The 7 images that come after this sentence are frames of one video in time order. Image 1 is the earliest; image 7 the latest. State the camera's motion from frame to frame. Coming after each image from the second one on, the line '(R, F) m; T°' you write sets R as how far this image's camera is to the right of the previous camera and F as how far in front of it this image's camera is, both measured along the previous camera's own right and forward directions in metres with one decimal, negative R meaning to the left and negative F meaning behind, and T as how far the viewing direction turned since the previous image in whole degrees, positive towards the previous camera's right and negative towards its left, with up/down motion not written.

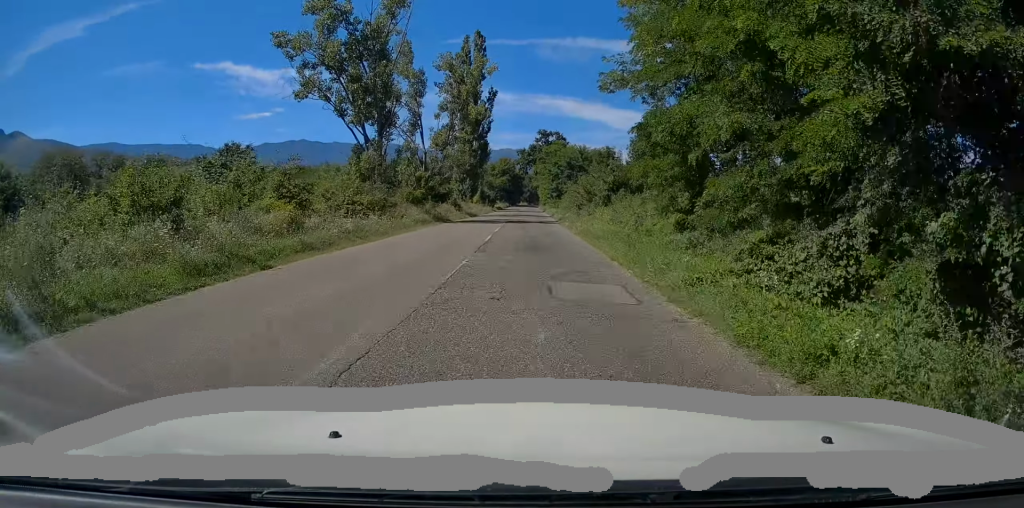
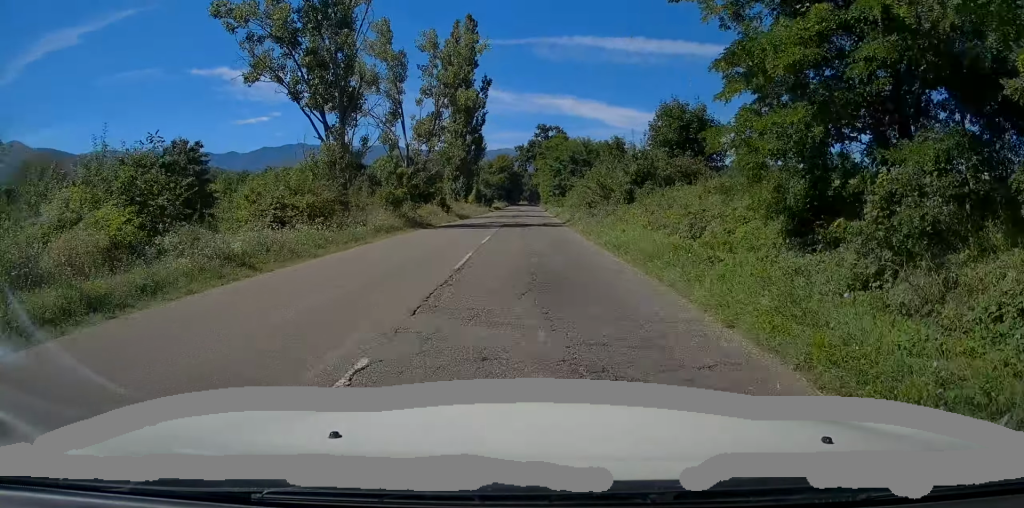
(-0.2, +7.8) m; 0°
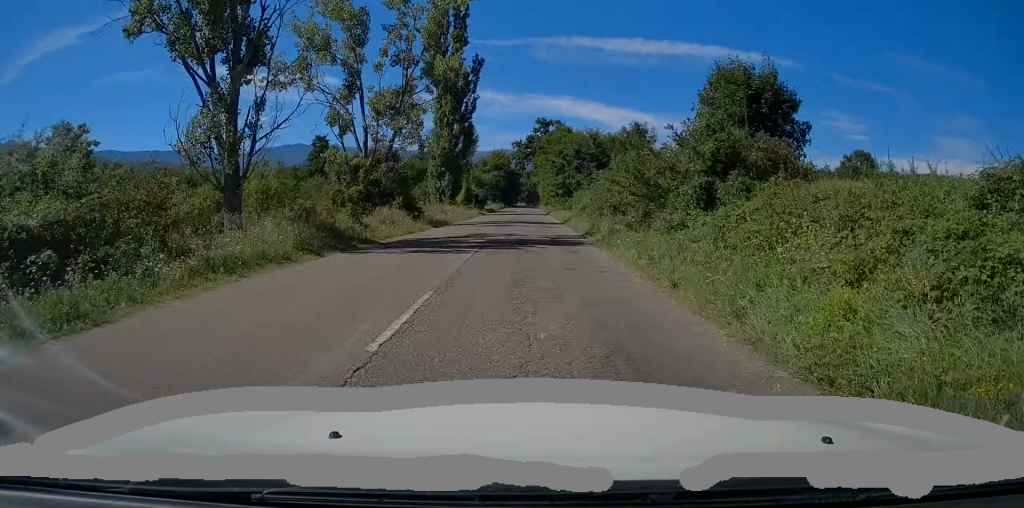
(-0.2, +12.0) m; 0°
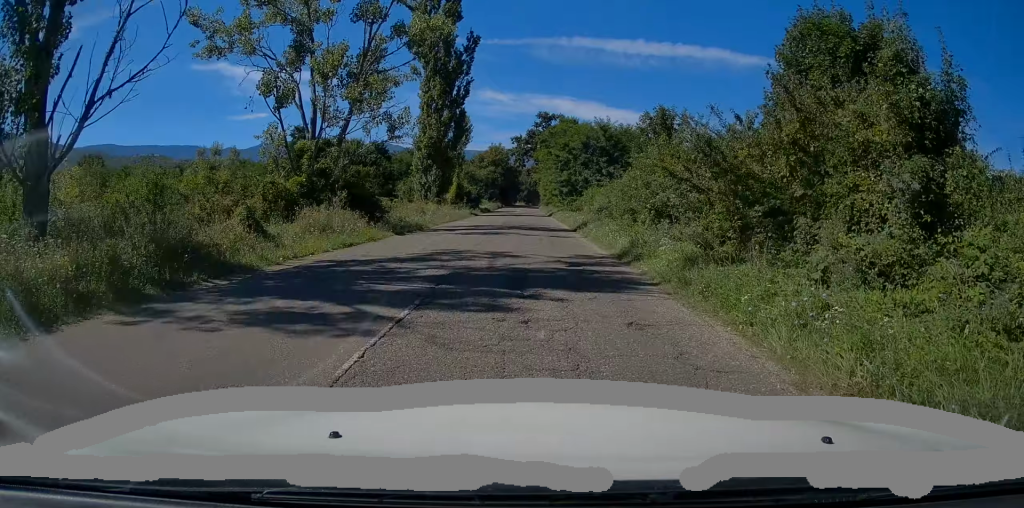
(+0.2, +9.0) m; 0°
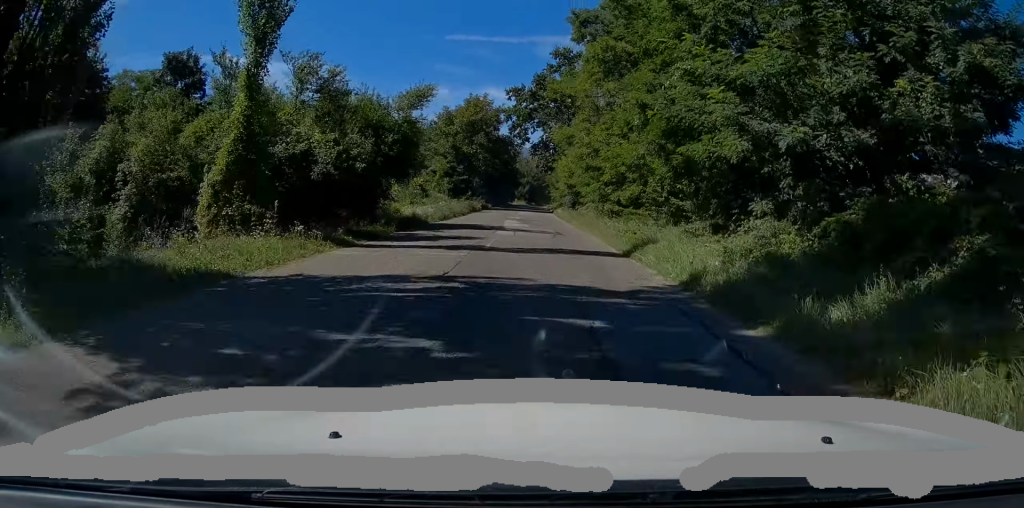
(+0.1, +49.6) m; +1°
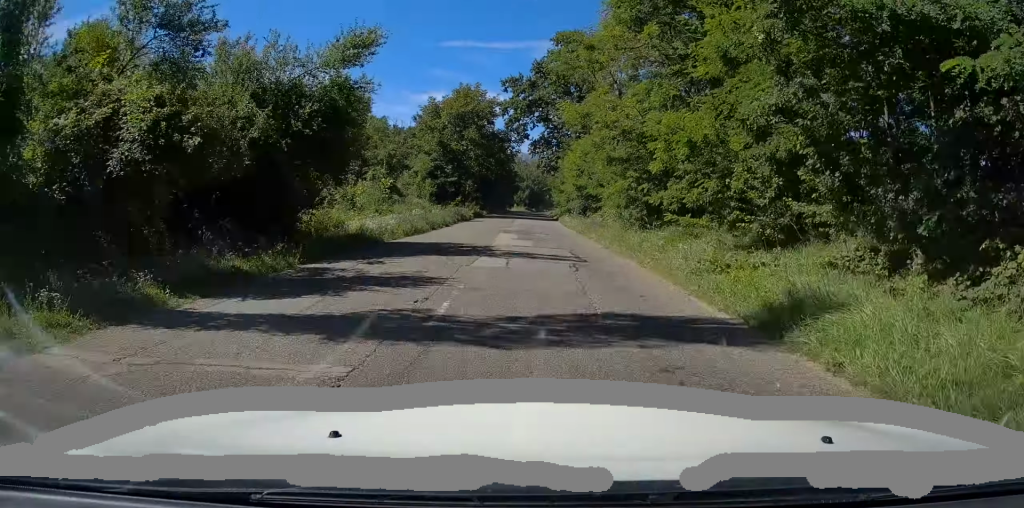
(0.0, +8.4) m; 0°
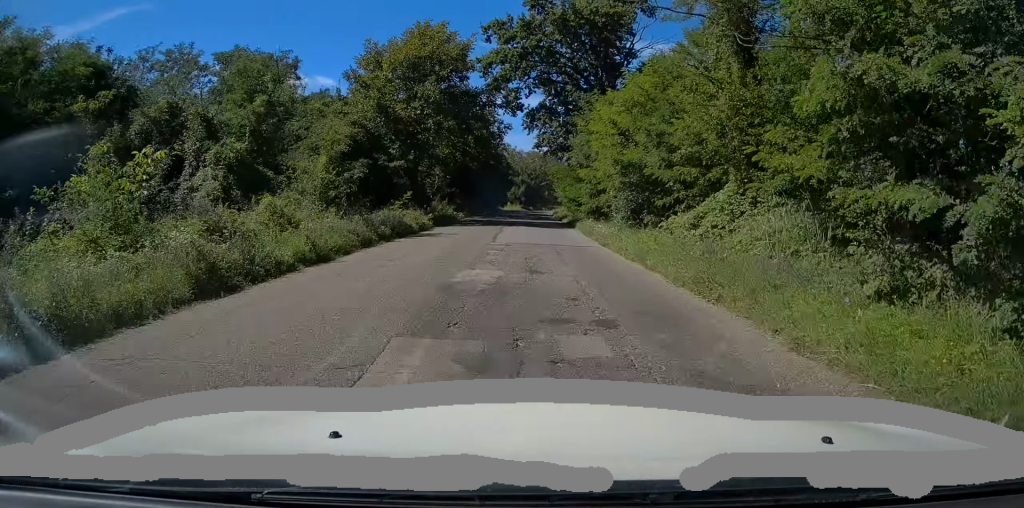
(0.0, +19.1) m; 0°
